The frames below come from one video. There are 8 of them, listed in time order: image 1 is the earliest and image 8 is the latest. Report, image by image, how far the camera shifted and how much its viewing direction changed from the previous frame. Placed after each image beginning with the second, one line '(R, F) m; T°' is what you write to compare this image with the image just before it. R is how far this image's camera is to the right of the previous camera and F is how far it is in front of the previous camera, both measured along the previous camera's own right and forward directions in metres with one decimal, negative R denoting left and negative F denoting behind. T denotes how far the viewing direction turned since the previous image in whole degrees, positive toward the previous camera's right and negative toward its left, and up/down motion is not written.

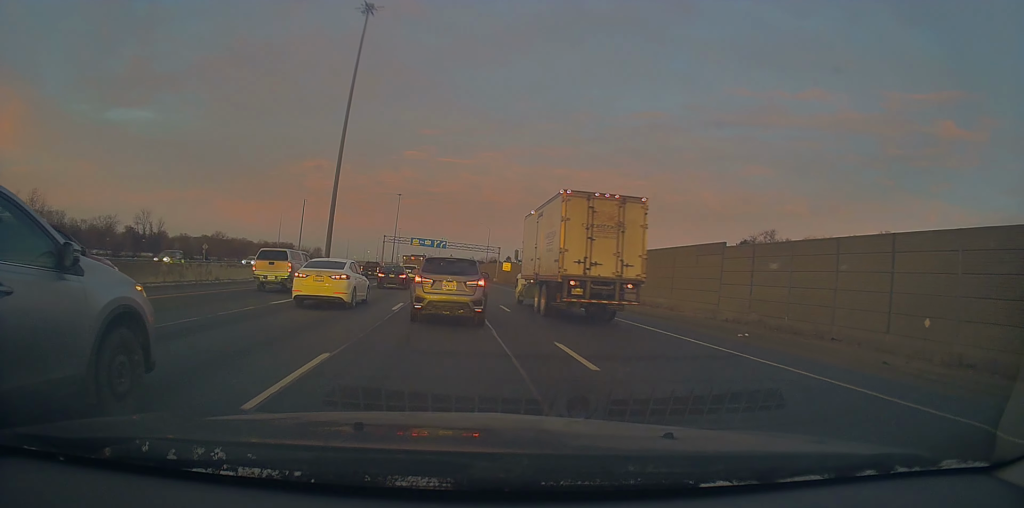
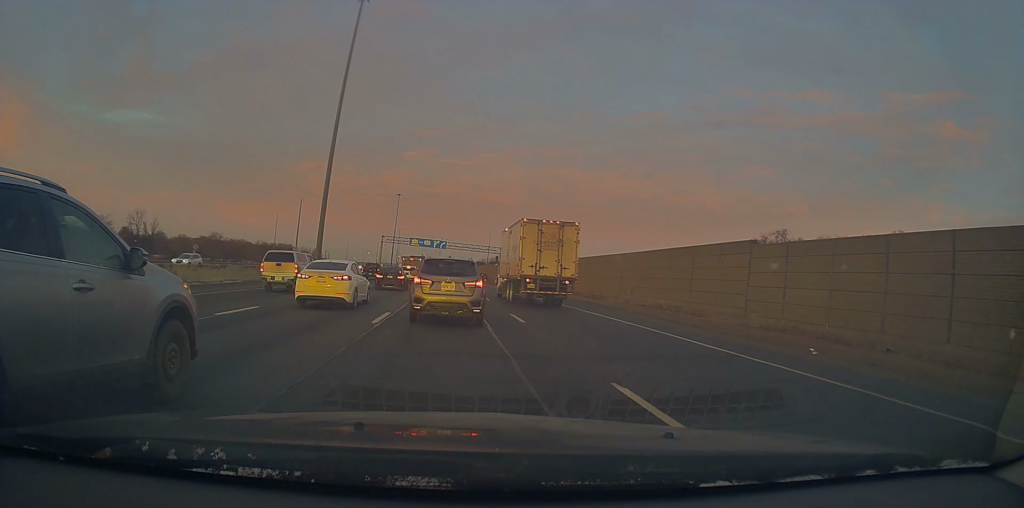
(-0.1, +4.2) m; +3°
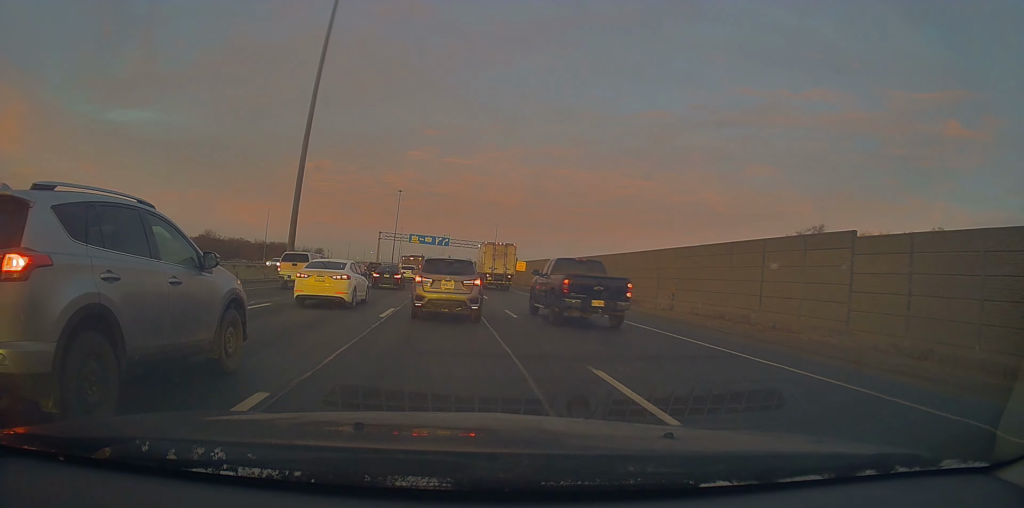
(+0.8, +10.6) m; +2°
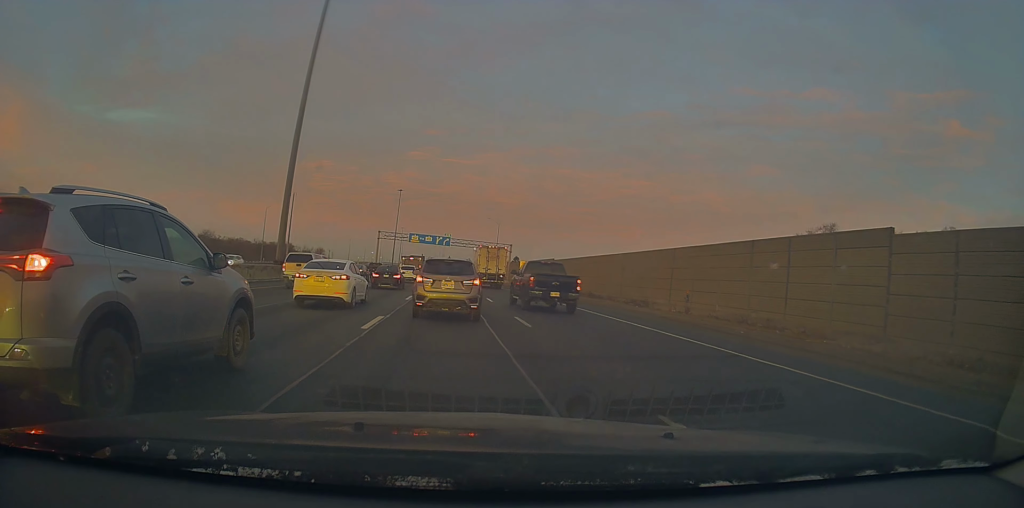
(0.0, +3.0) m; -2°
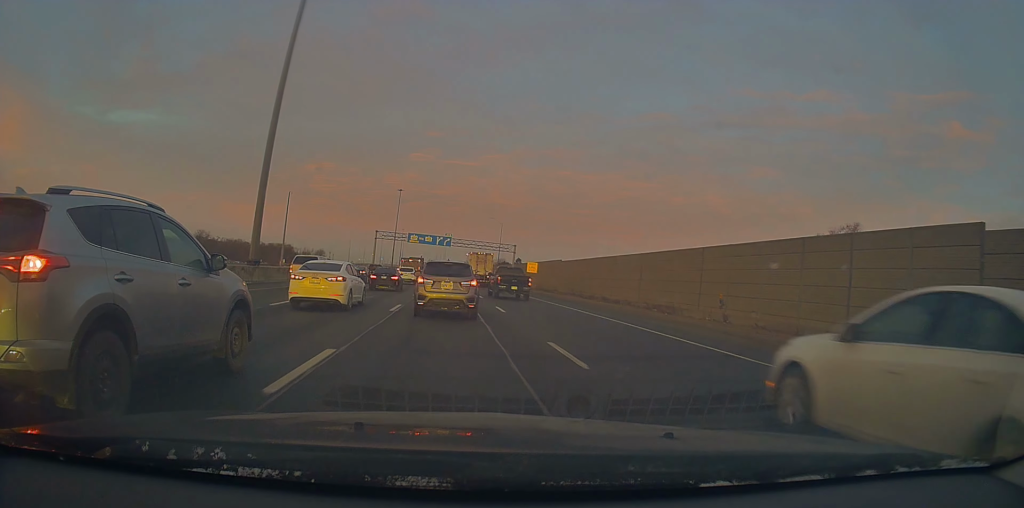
(-0.4, +6.0) m; -4°
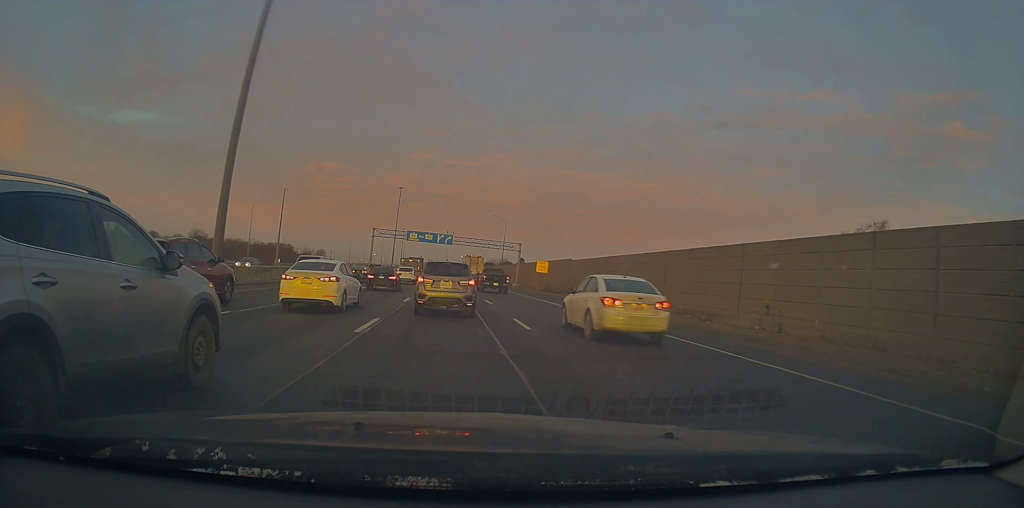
(-0.1, +5.9) m; 0°
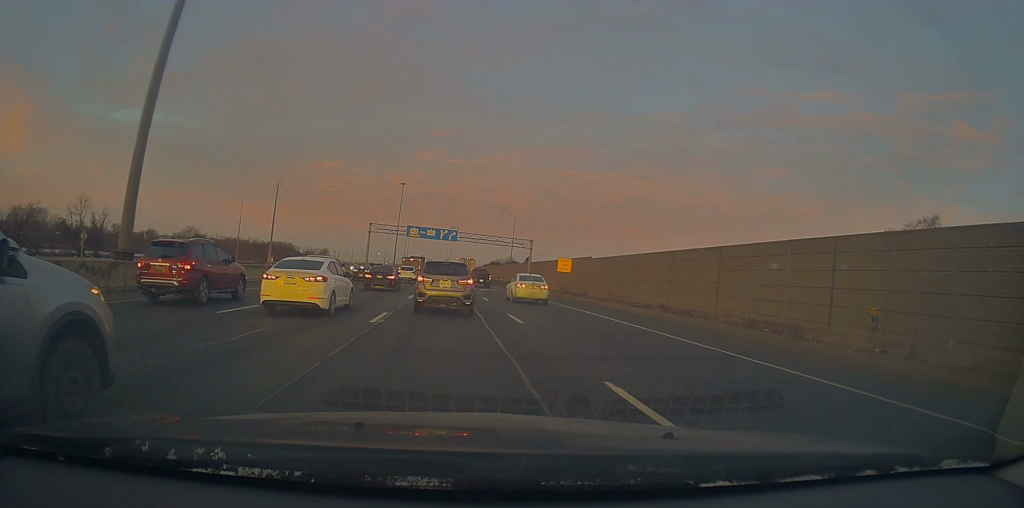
(+0.1, +9.6) m; +1°
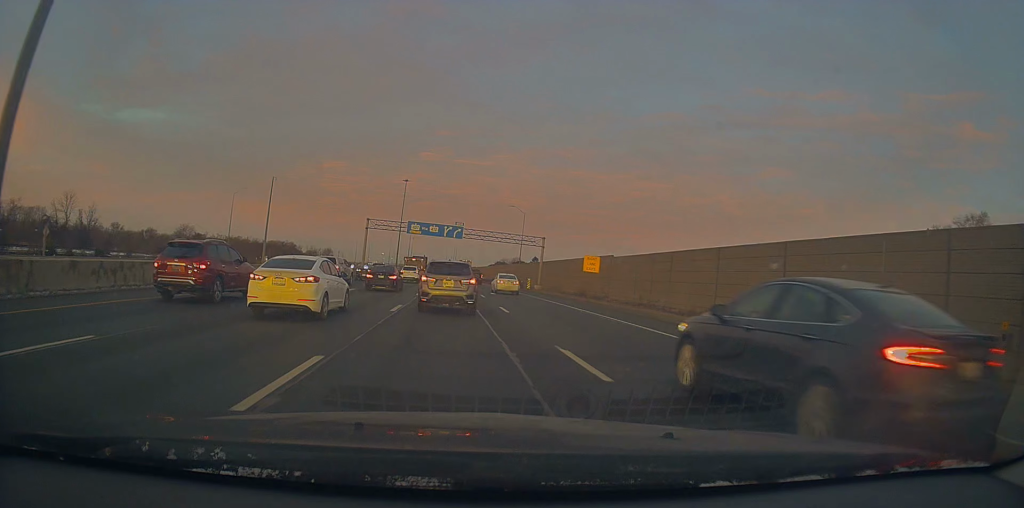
(+0.1, +8.4) m; 0°
